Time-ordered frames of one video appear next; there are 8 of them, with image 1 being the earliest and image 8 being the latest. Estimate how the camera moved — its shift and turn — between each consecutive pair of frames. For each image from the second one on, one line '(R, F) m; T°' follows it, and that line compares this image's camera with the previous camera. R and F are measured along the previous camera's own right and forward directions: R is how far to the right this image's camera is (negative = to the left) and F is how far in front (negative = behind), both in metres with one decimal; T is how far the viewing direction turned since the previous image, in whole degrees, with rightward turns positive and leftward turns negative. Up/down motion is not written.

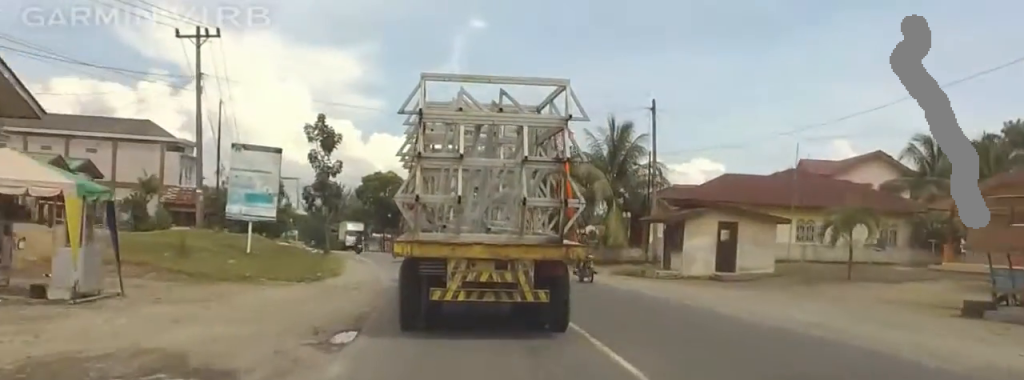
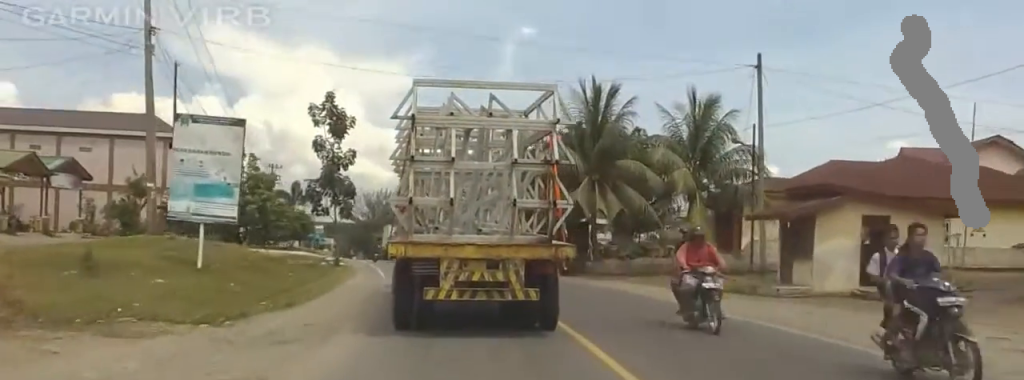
(0.0, +12.4) m; 0°
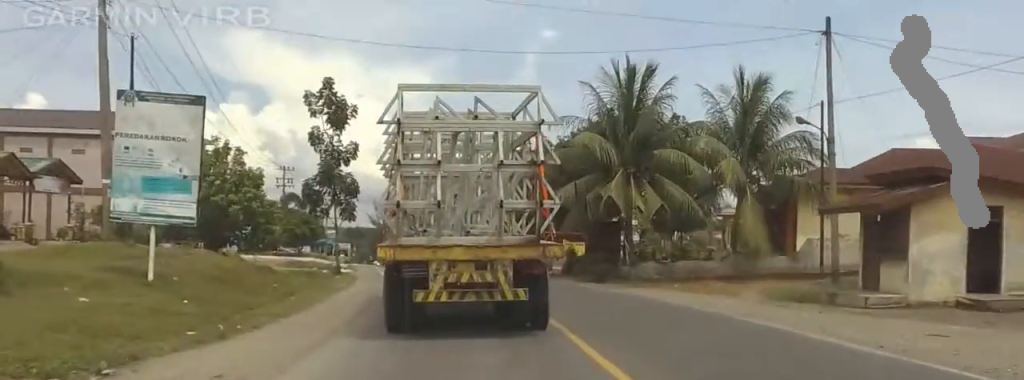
(0.0, +5.7) m; 0°
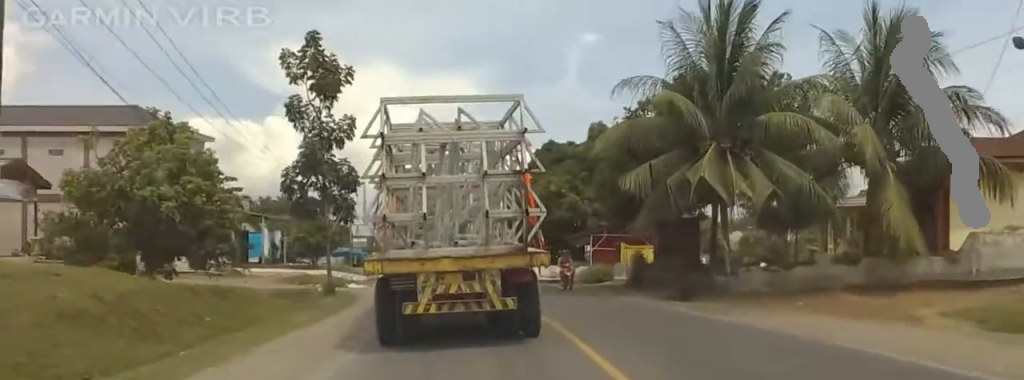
(0.0, +11.1) m; -1°
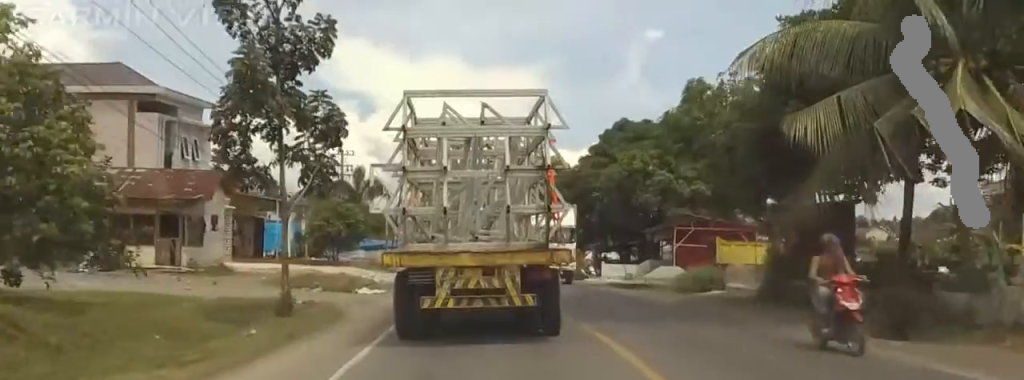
(-0.3, +13.1) m; -1°
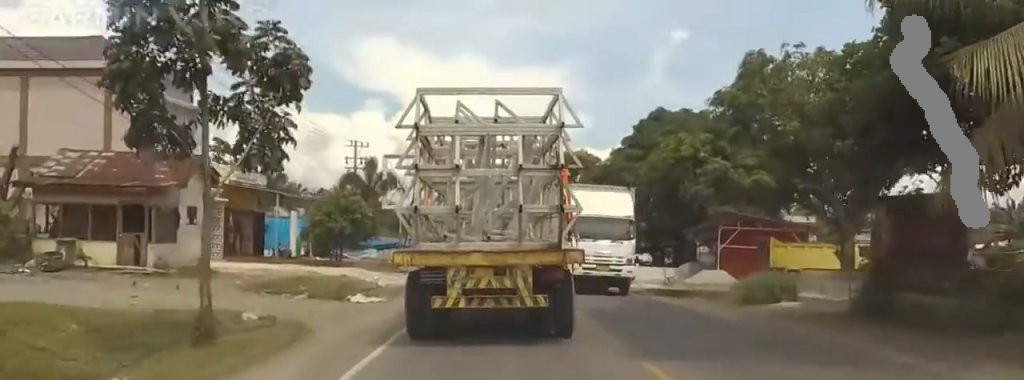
(0.0, +6.0) m; 0°
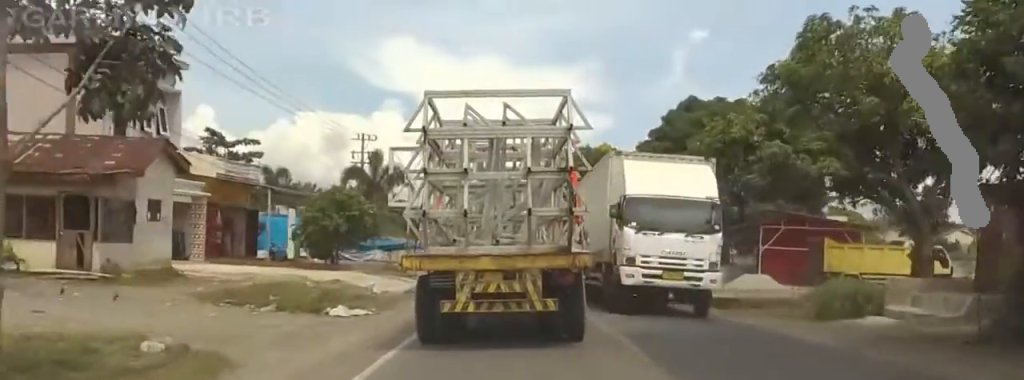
(0.0, +5.5) m; 0°
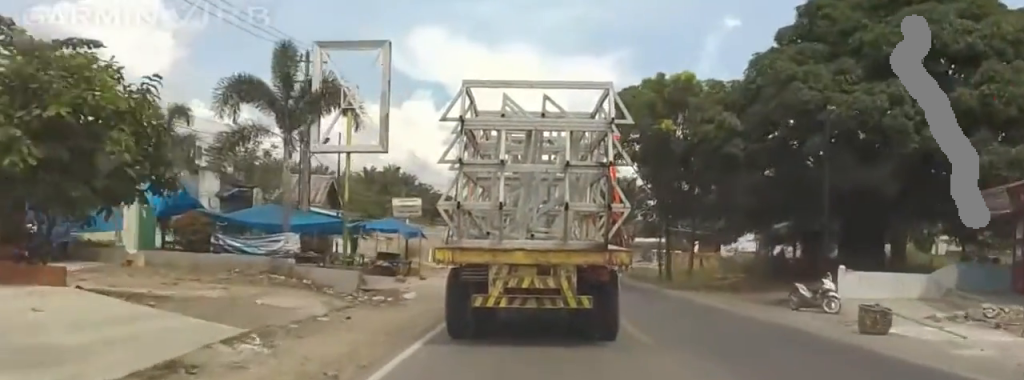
(-0.6, +27.3) m; -3°
